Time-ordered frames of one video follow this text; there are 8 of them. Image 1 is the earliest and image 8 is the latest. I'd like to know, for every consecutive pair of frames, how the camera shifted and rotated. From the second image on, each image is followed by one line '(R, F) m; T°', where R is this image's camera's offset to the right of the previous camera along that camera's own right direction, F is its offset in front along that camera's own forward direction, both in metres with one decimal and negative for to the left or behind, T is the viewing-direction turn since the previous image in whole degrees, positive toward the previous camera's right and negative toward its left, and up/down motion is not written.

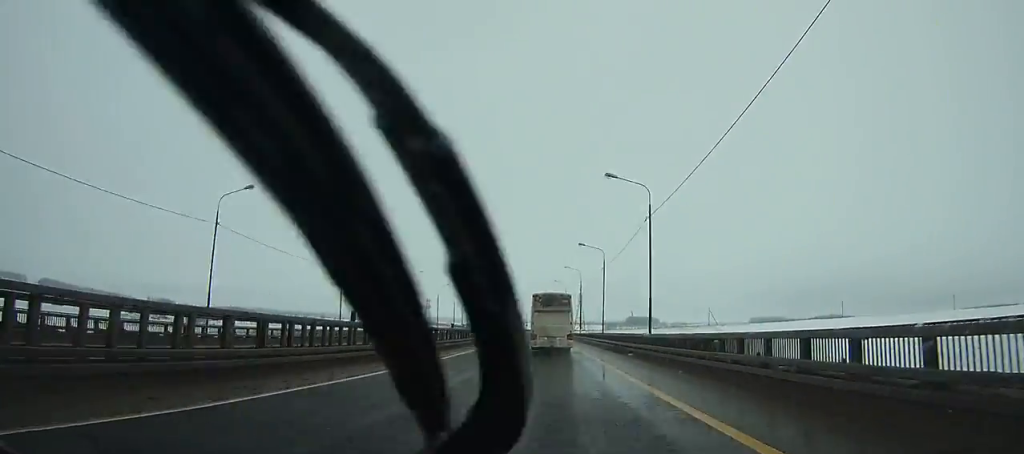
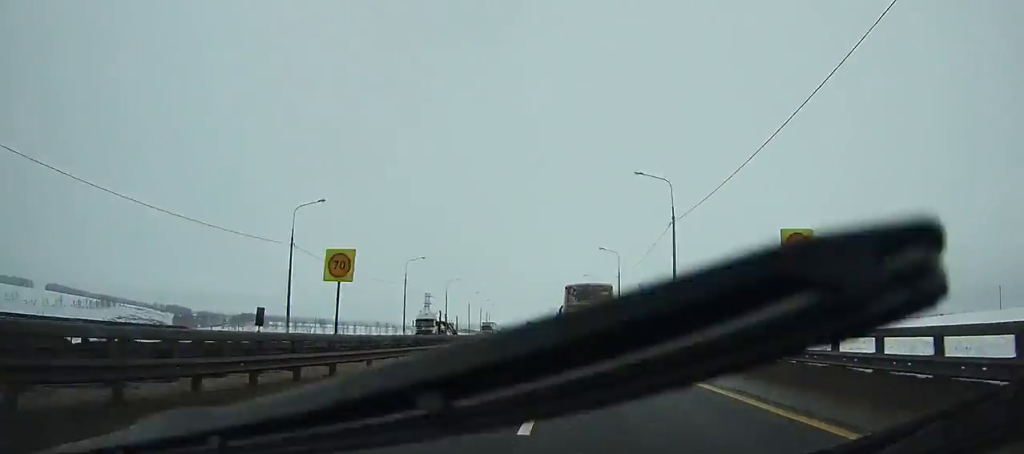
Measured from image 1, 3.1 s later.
(-2.7, +90.7) m; -3°
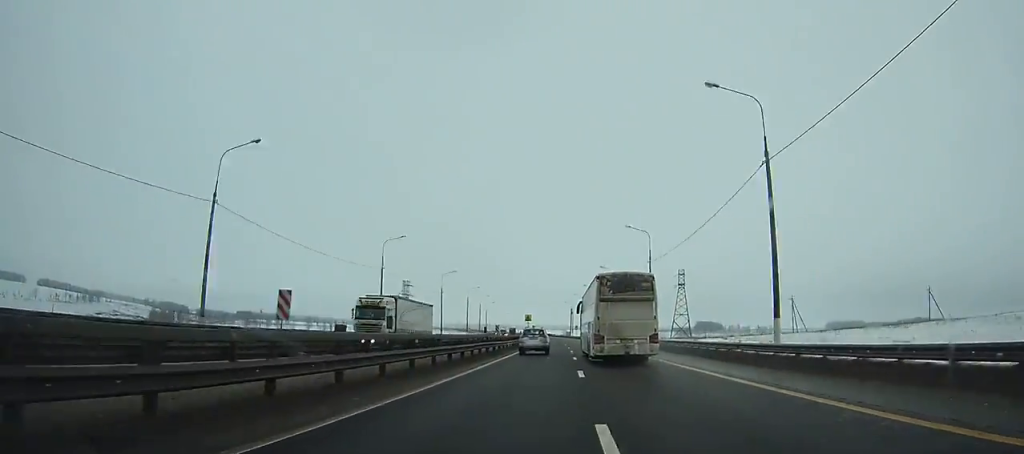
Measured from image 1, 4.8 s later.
(-0.5, +49.6) m; -1°
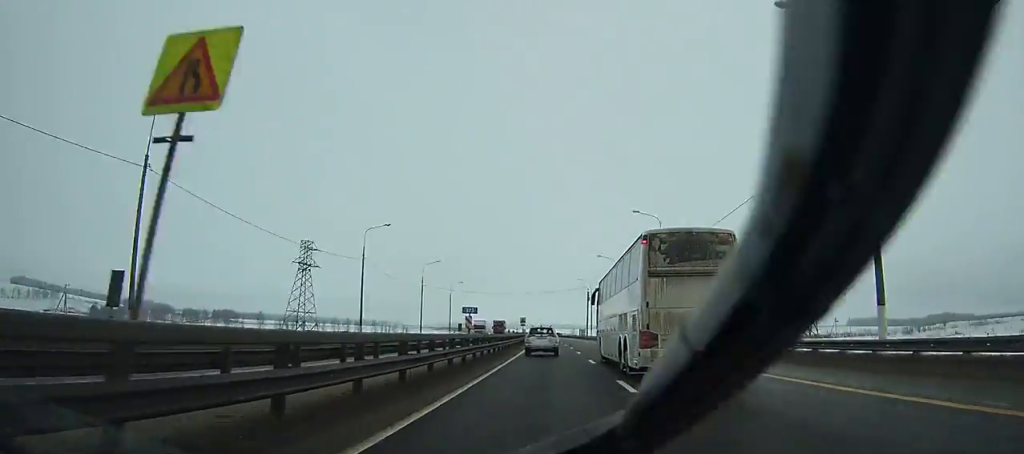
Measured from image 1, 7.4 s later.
(-0.5, +75.5) m; -1°
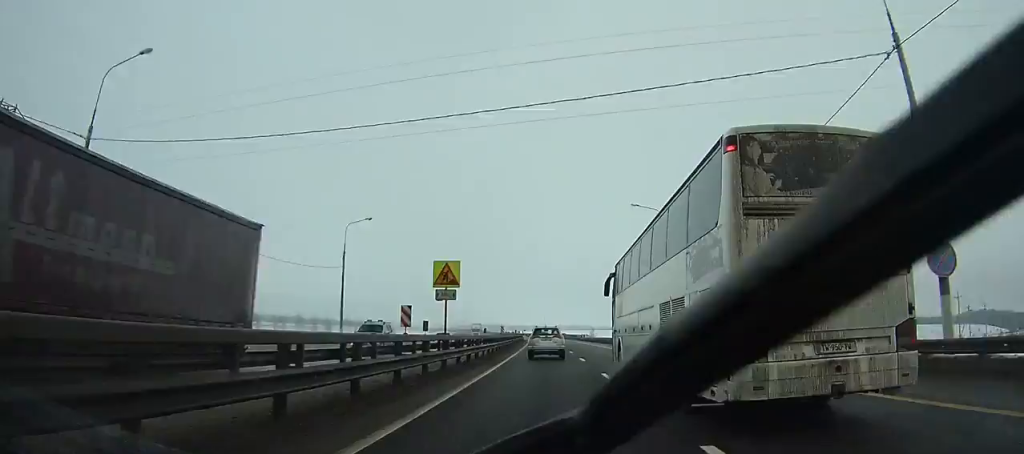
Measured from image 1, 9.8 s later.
(-0.7, +68.7) m; -1°
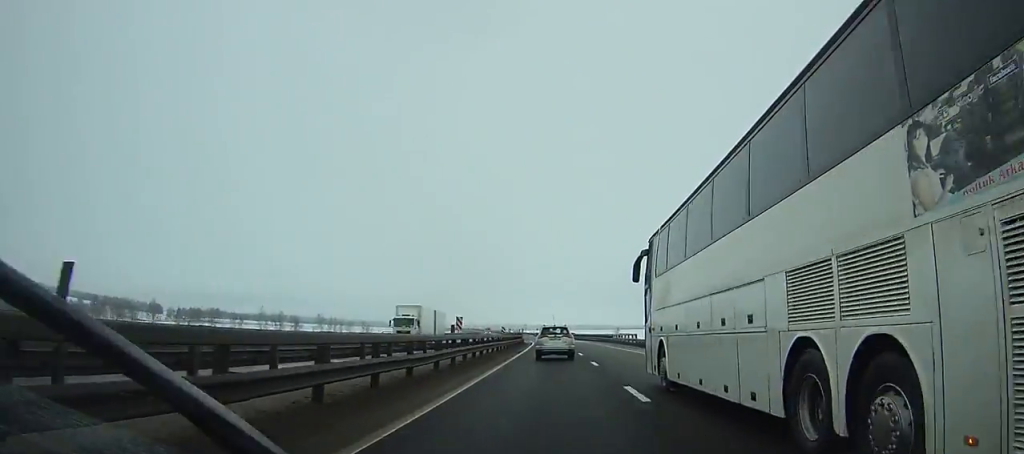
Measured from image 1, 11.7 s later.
(-0.8, +53.6) m; -1°
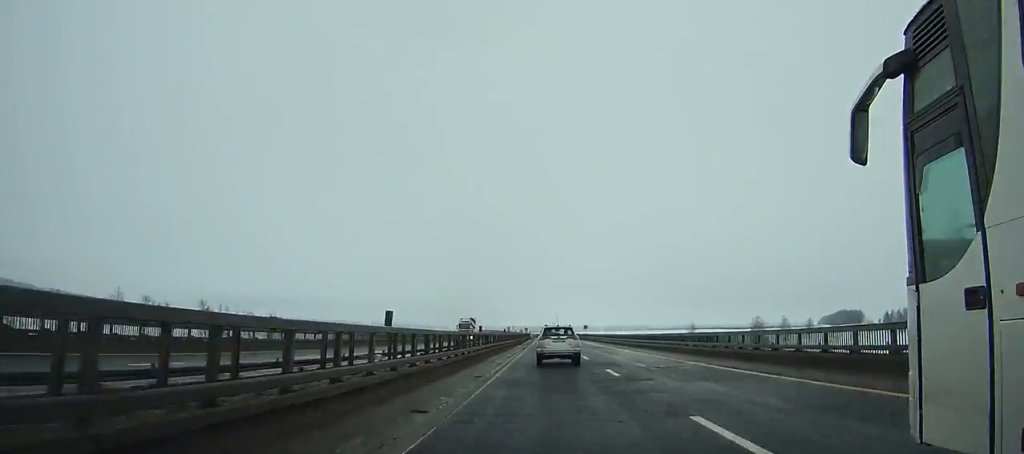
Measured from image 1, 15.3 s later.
(-2.2, +100.0) m; -3°
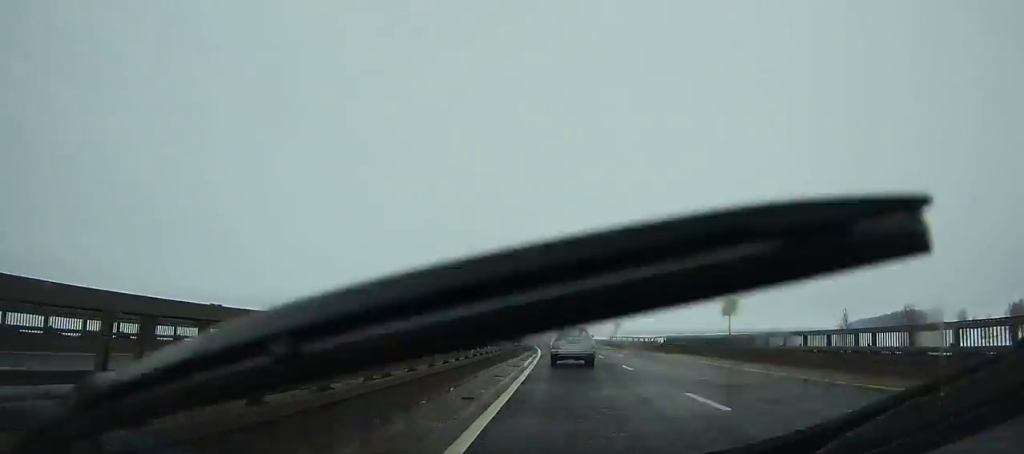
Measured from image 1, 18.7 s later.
(-2.1, +92.3) m; -2°
